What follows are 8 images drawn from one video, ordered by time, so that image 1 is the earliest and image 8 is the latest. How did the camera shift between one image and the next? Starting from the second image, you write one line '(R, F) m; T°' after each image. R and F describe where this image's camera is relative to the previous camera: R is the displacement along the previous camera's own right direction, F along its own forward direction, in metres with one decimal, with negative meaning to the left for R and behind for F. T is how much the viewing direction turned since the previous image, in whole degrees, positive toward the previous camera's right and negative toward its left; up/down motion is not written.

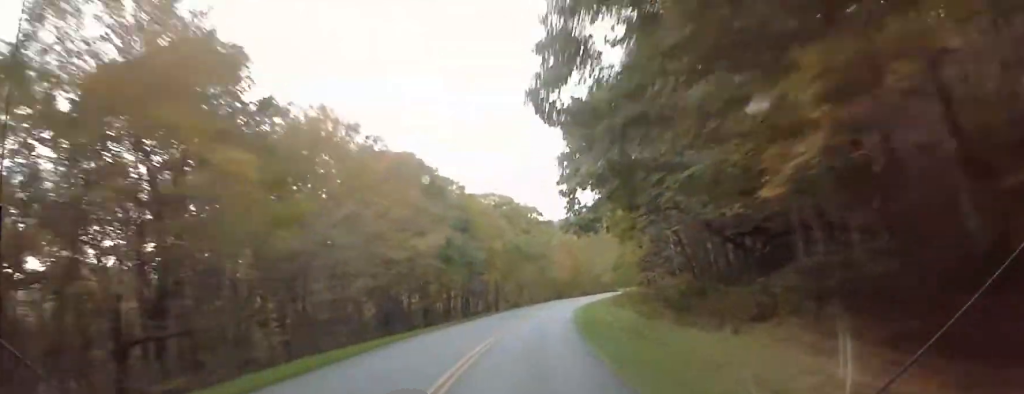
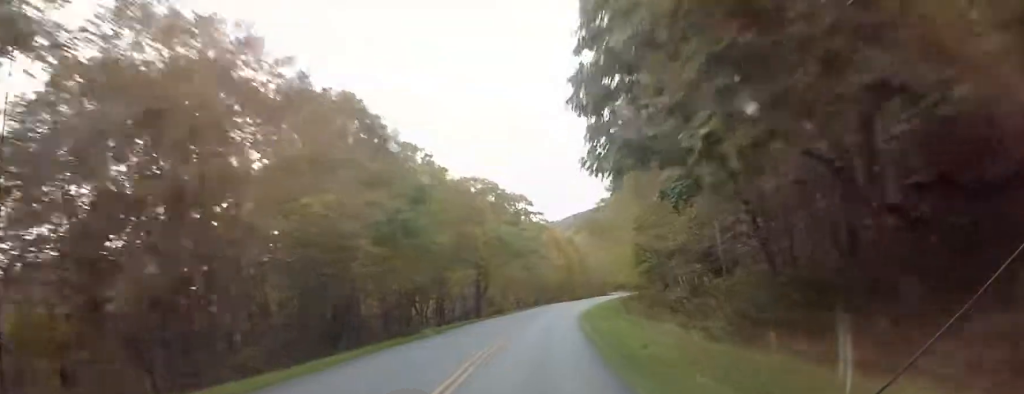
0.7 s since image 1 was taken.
(+0.5, +15.3) m; +2°
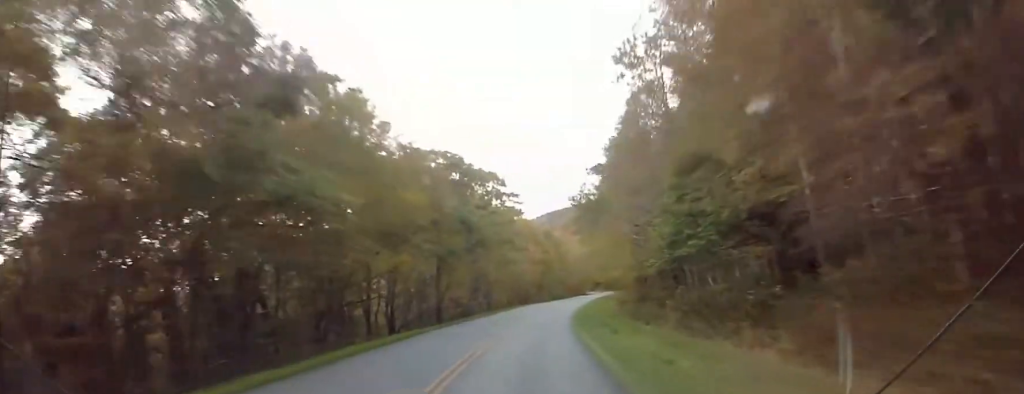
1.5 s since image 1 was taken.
(0.0, +15.6) m; +2°
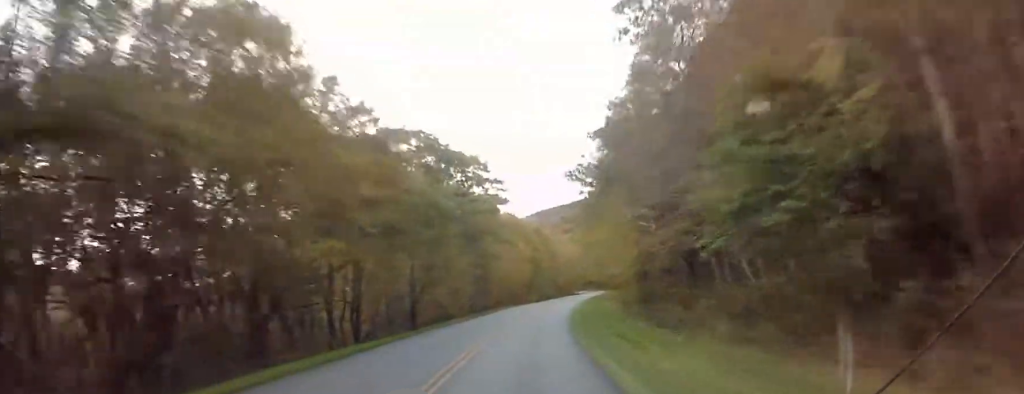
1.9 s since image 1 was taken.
(+0.1, +9.3) m; +1°
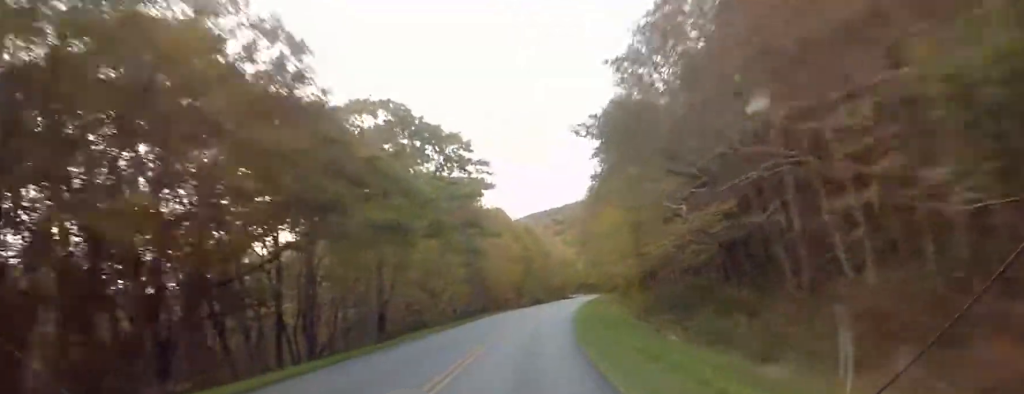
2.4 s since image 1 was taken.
(+0.3, +10.8) m; +1°
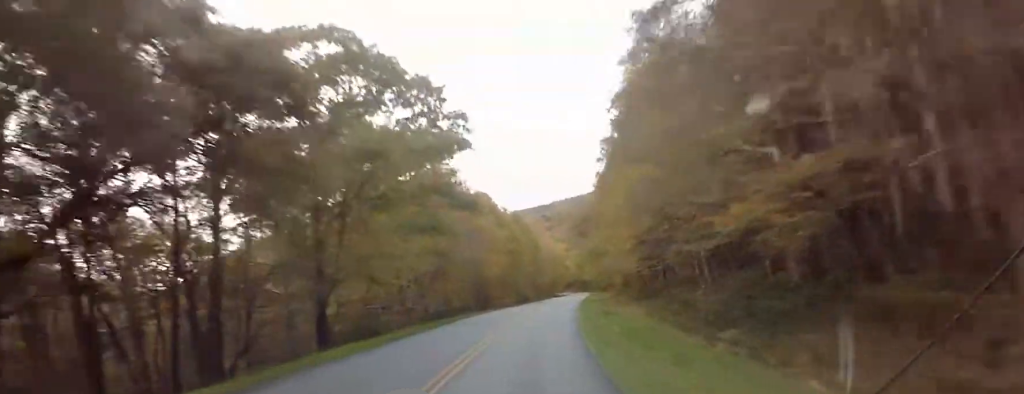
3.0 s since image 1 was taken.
(+0.1, +13.5) m; +1°
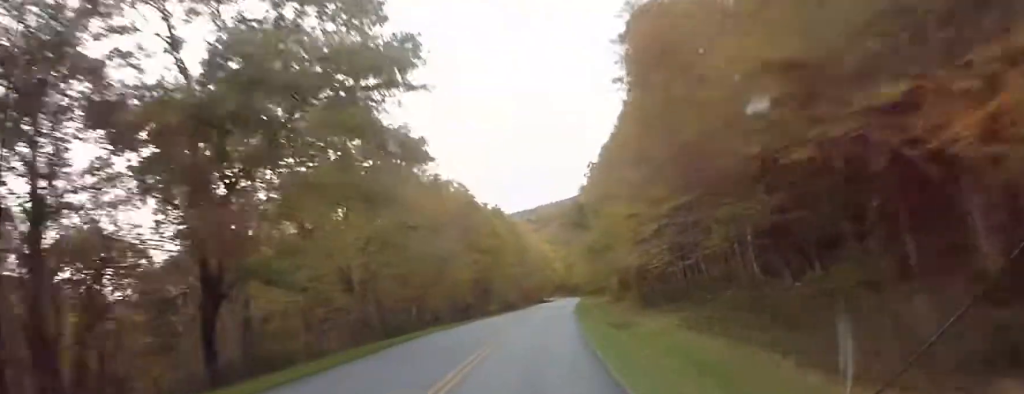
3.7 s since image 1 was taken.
(0.0, +13.5) m; 0°
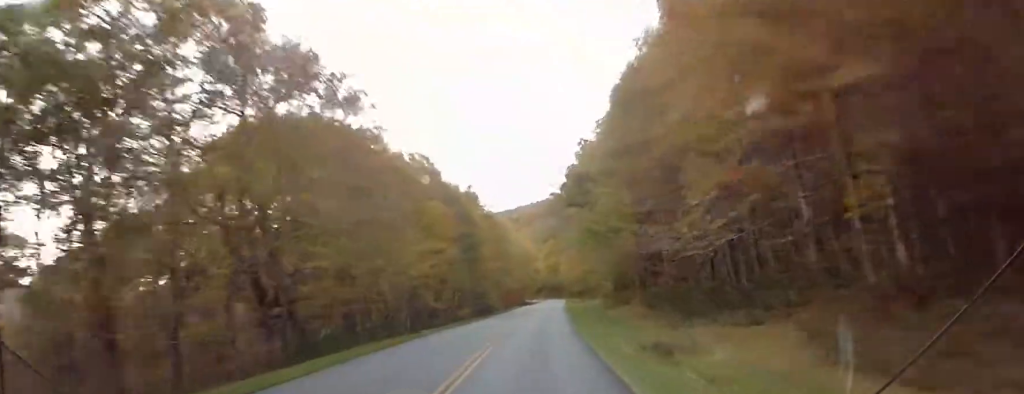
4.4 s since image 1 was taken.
(0.0, +16.3) m; 0°
